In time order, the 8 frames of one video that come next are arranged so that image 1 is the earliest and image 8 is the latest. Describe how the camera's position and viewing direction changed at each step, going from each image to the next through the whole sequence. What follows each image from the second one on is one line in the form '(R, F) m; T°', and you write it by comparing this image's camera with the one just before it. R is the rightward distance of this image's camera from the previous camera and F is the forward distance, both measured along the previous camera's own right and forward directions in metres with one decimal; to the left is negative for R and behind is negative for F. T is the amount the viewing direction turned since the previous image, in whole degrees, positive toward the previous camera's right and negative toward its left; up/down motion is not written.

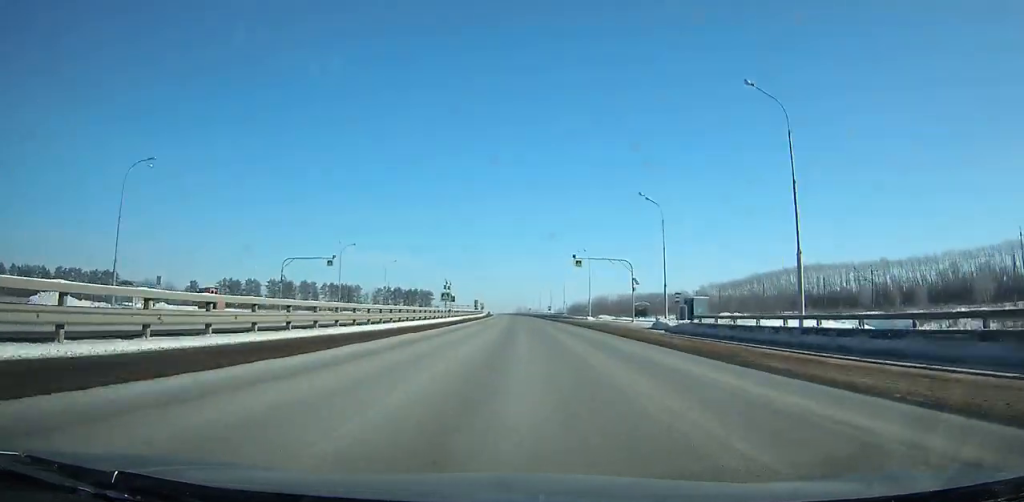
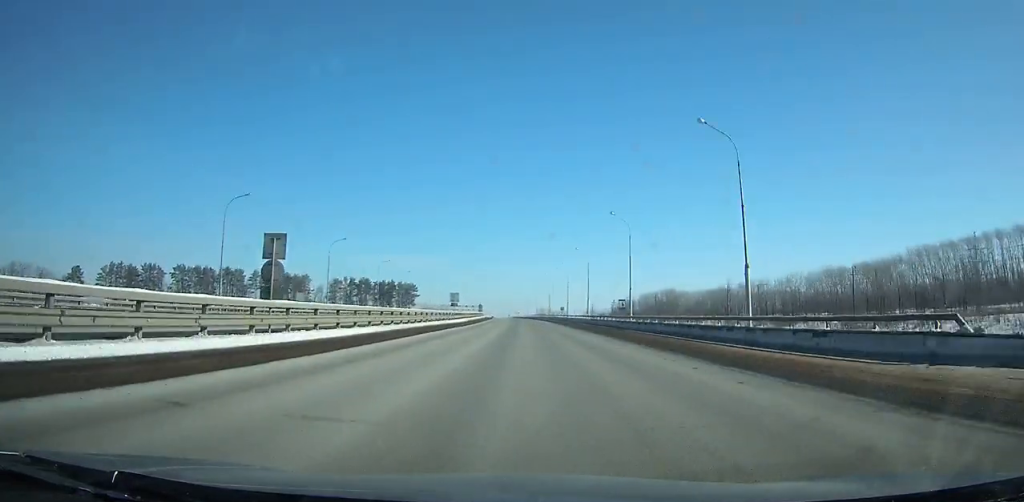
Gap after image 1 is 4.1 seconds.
(-2.3, +112.1) m; -2°
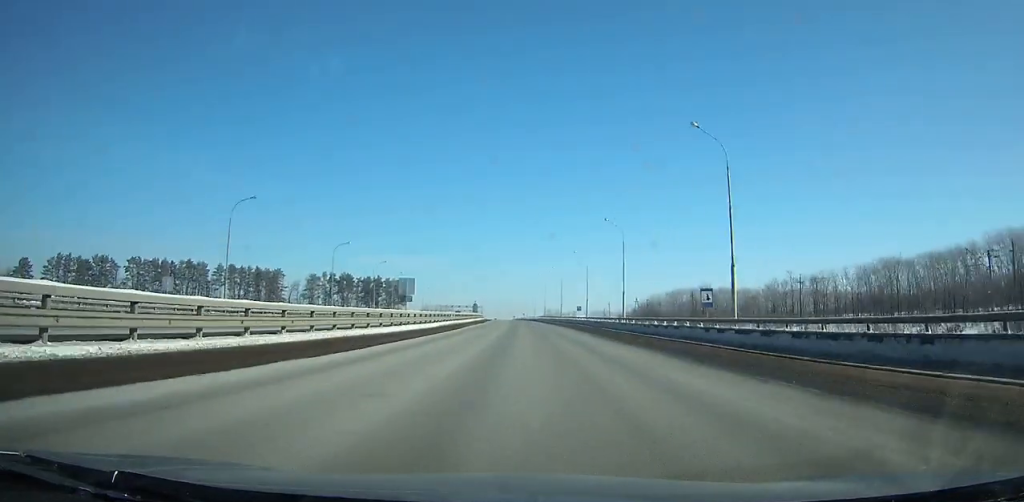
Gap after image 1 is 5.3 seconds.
(-0.2, +32.8) m; -1°
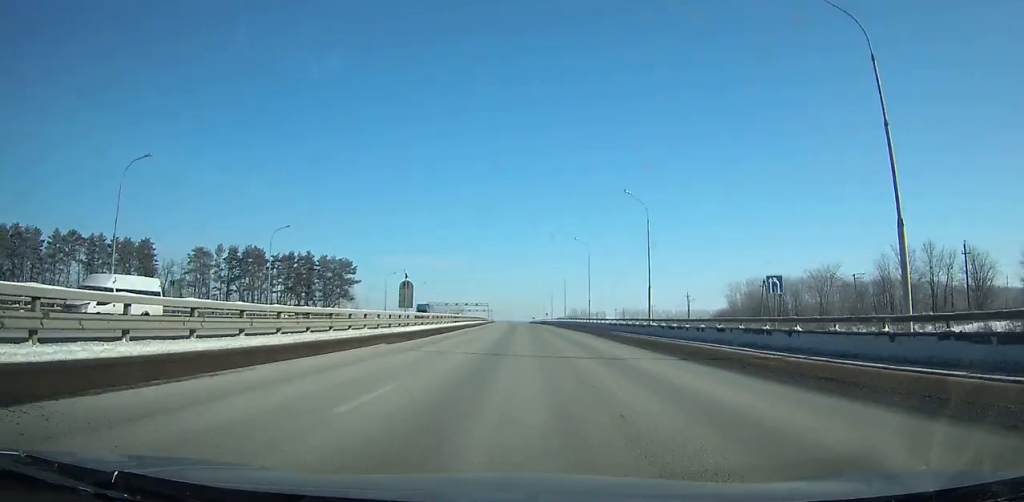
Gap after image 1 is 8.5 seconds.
(-1.1, +87.3) m; -2°
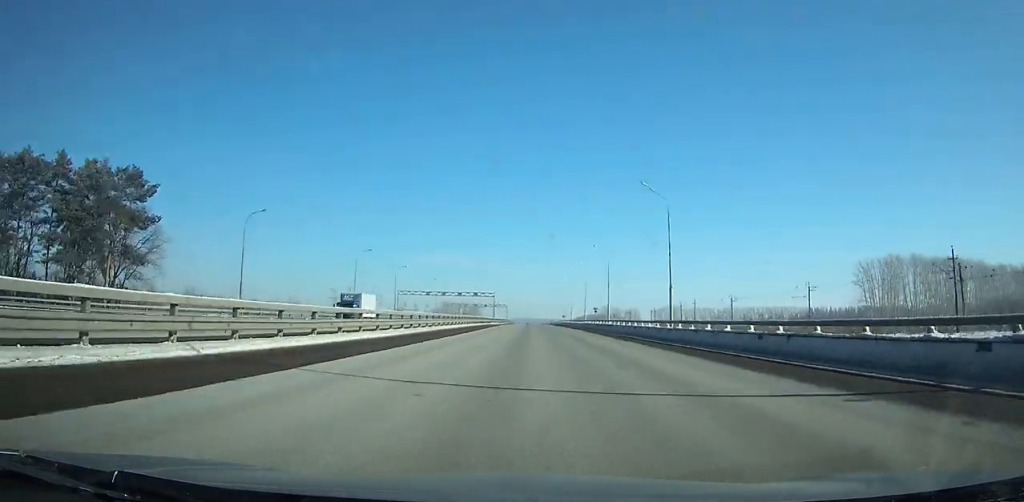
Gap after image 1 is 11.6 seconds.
(-1.4, +84.0) m; -1°
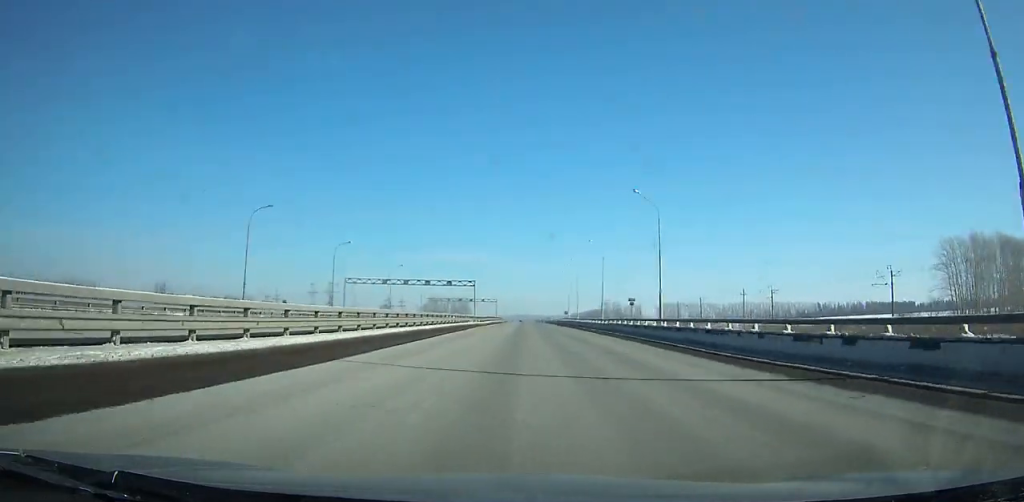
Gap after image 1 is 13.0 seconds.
(-0.3, +37.8) m; 0°
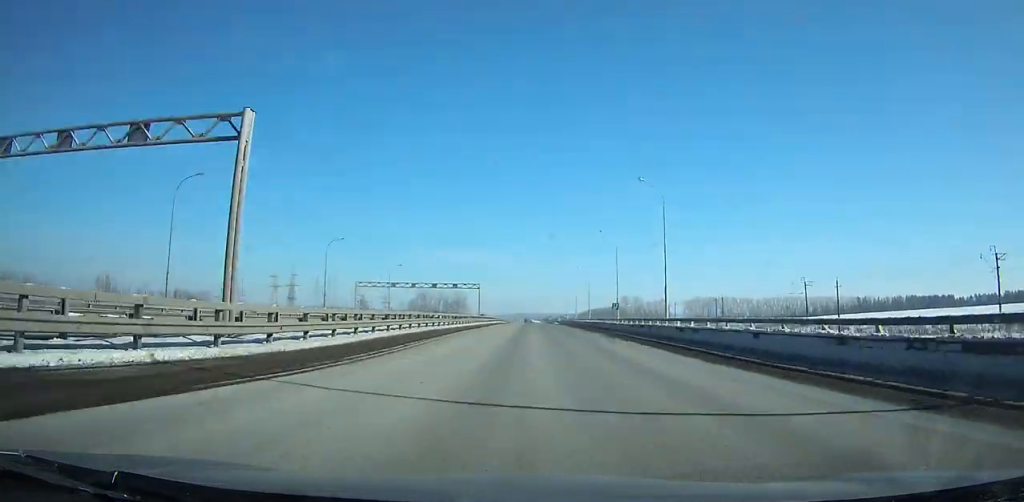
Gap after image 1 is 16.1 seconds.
(-0.2, +83.3) m; 0°
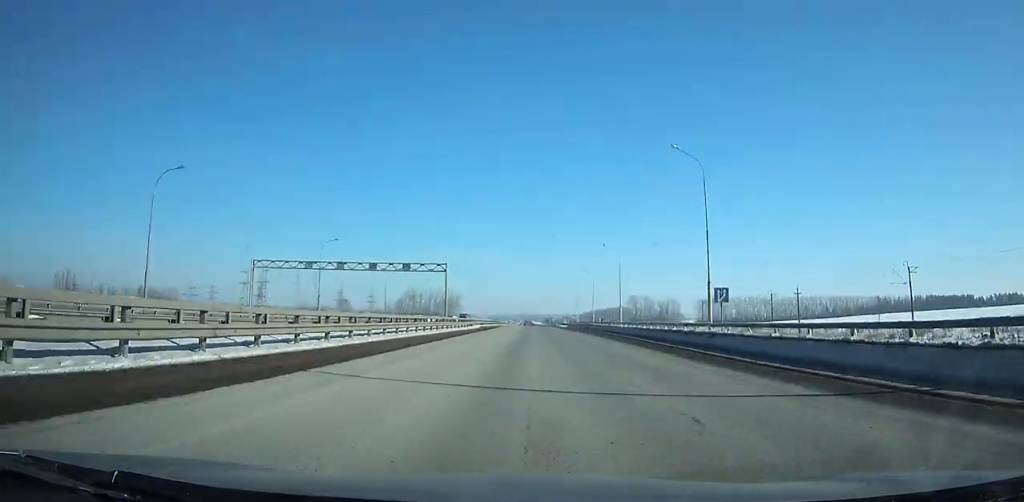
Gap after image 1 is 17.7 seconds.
(0.0, +42.6) m; 0°
